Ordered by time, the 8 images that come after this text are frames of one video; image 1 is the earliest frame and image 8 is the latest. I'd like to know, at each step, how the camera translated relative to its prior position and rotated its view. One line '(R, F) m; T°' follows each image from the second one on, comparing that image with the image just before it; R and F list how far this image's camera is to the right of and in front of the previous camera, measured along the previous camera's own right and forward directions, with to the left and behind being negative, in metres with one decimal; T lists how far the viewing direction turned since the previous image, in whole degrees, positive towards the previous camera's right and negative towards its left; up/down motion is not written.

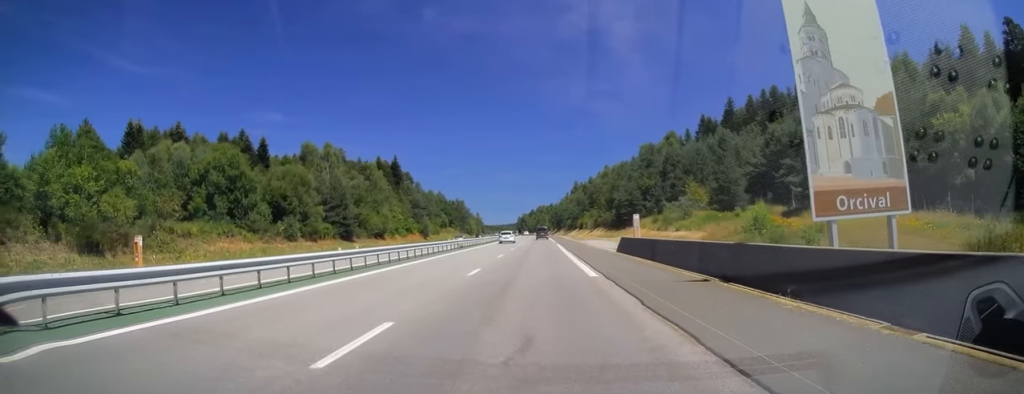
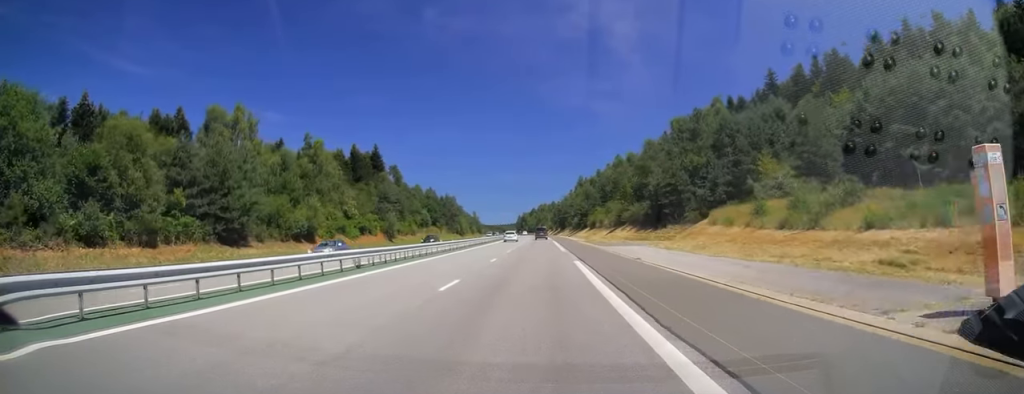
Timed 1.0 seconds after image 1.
(0.0, +31.0) m; 0°
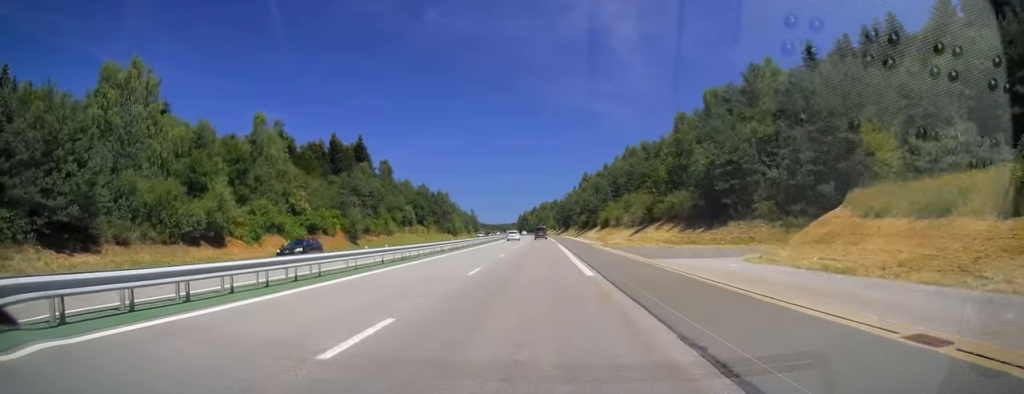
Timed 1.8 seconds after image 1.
(0.0, +20.6) m; 0°
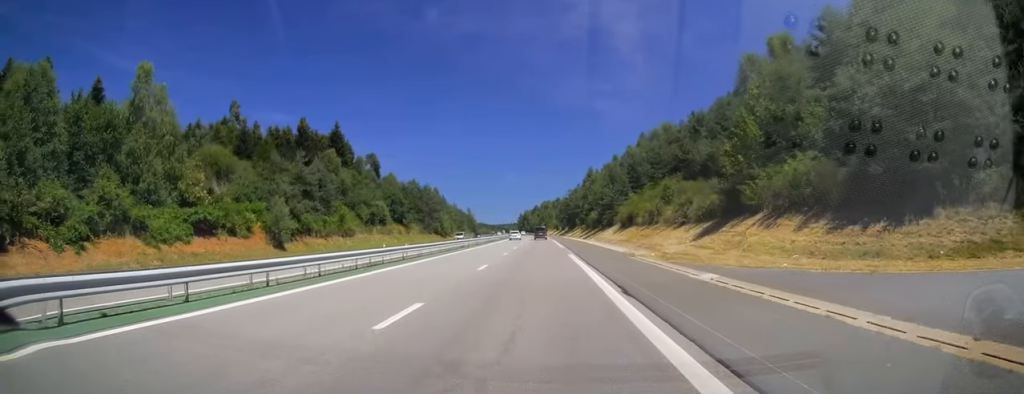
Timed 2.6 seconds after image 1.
(0.0, +24.1) m; -1°
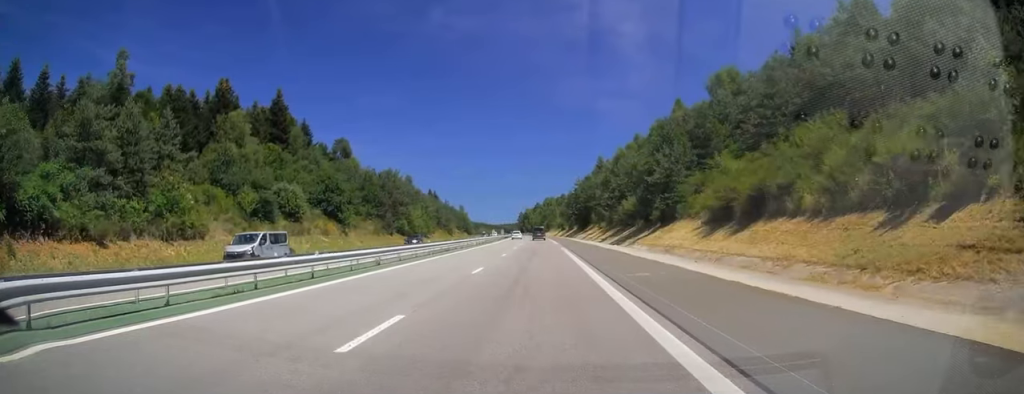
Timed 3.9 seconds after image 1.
(-0.3, +40.8) m; 0°
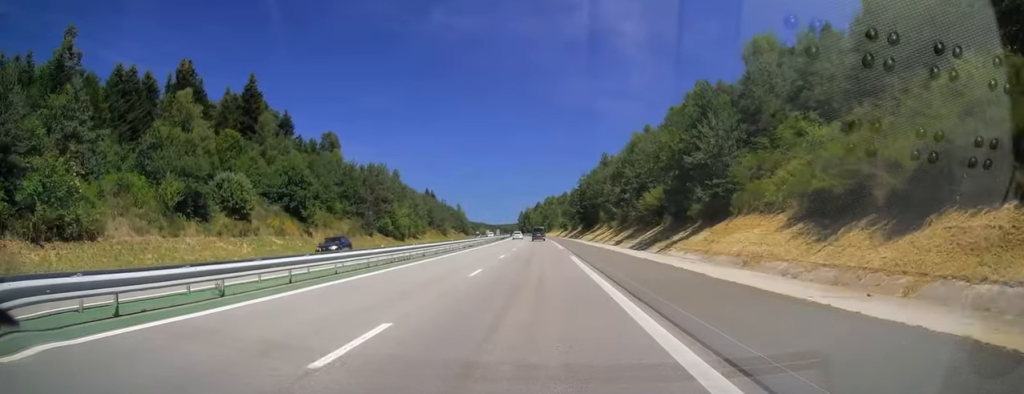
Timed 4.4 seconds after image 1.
(+0.2, +13.8) m; 0°
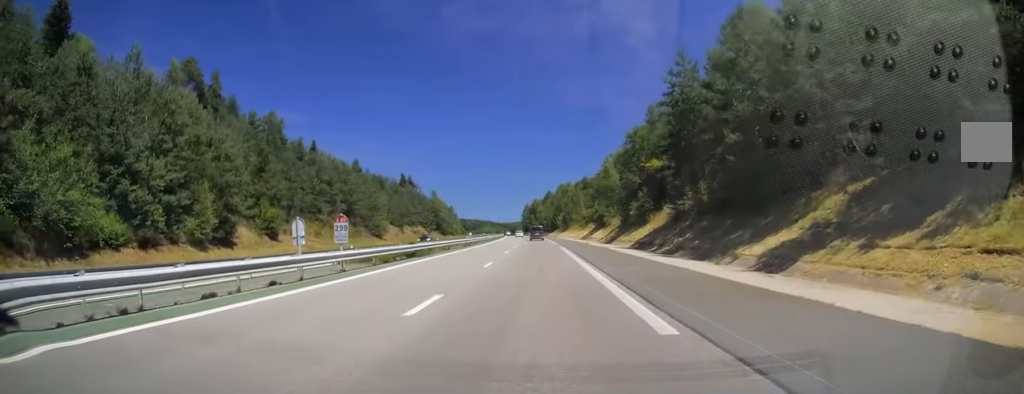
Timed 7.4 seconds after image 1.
(-1.2, +87.3) m; -2°
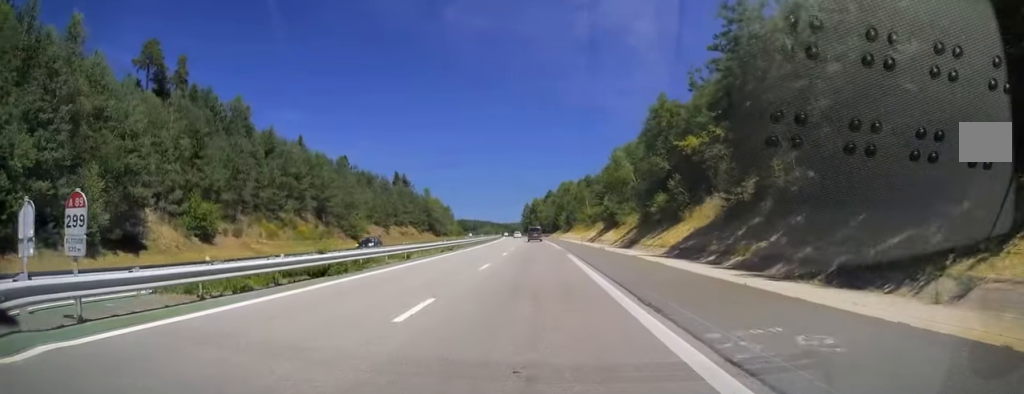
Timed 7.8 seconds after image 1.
(0.0, +13.7) m; 0°
